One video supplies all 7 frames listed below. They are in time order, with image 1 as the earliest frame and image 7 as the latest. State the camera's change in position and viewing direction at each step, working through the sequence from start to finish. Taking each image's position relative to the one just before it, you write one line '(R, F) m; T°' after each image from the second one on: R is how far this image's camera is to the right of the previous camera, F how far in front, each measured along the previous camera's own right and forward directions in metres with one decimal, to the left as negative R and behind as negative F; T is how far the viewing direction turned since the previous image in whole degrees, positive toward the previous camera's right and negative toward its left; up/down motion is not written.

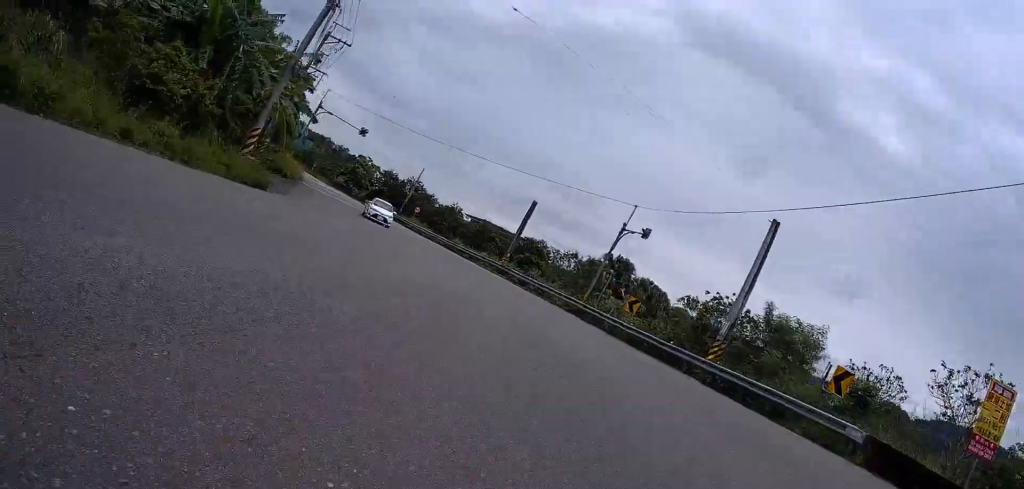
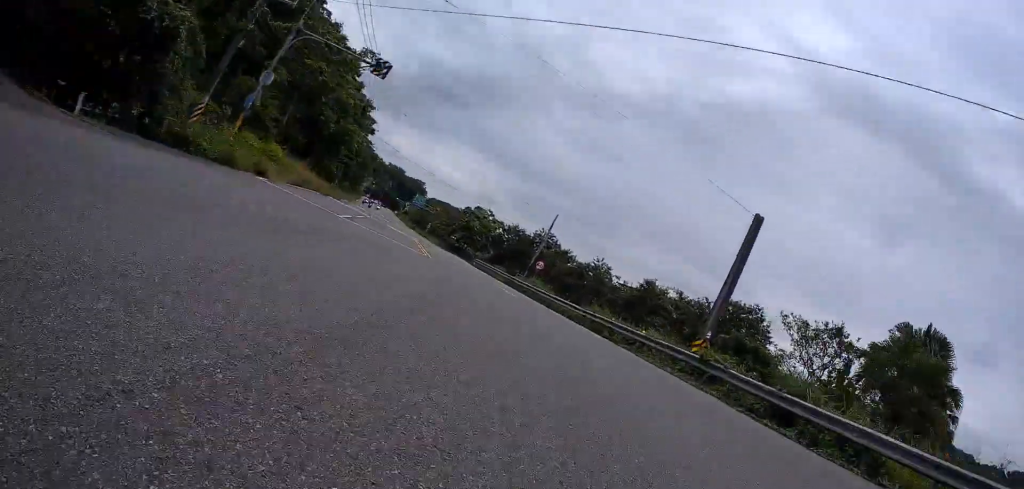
(-0.1, +27.6) m; -19°
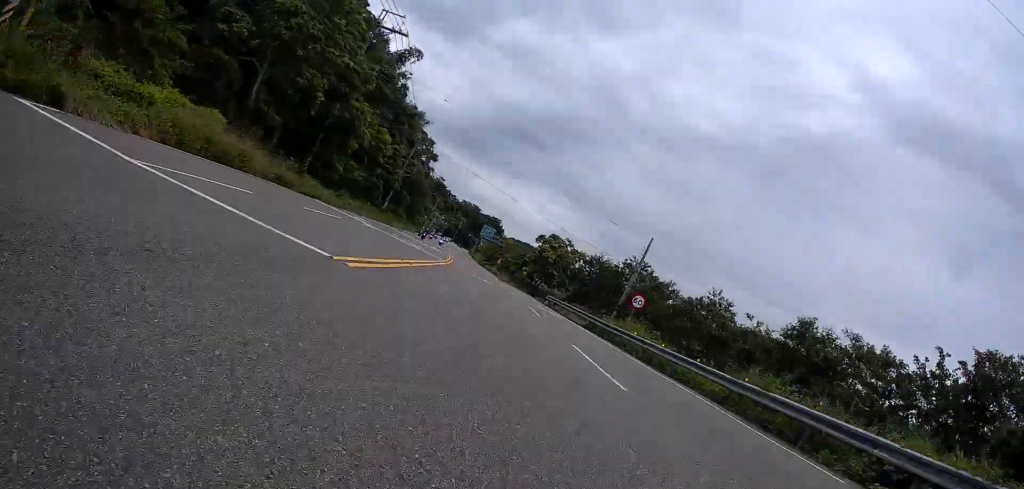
(-4.8, +15.0) m; -12°
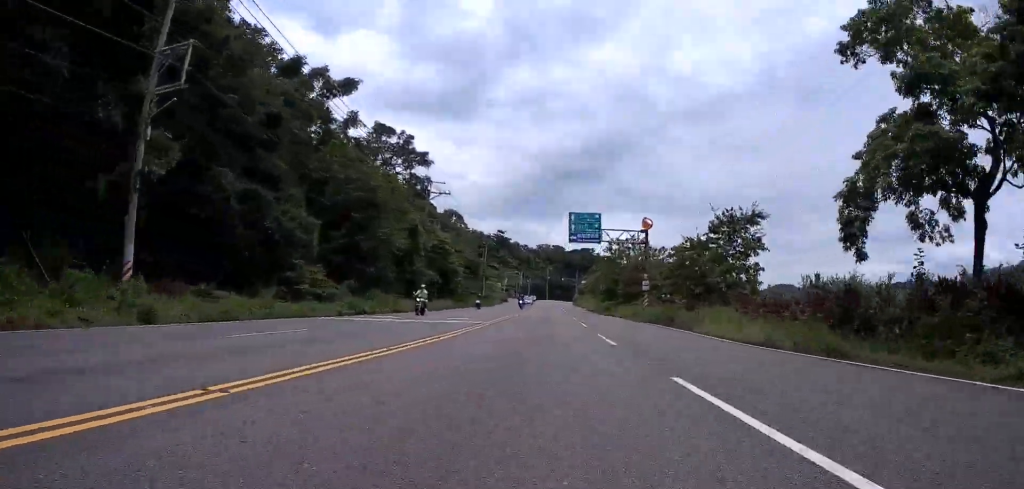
(-11.6, +65.0) m; -15°
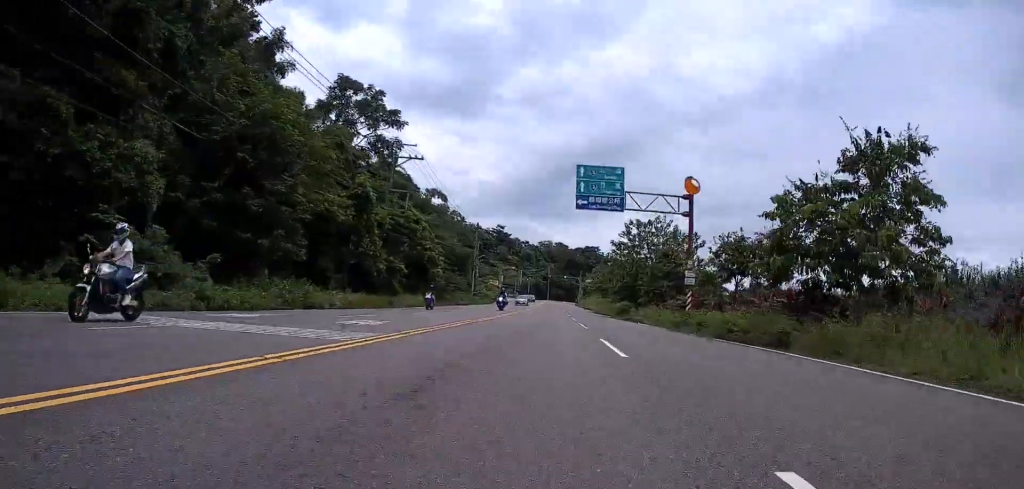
(0.0, +13.4) m; 0°
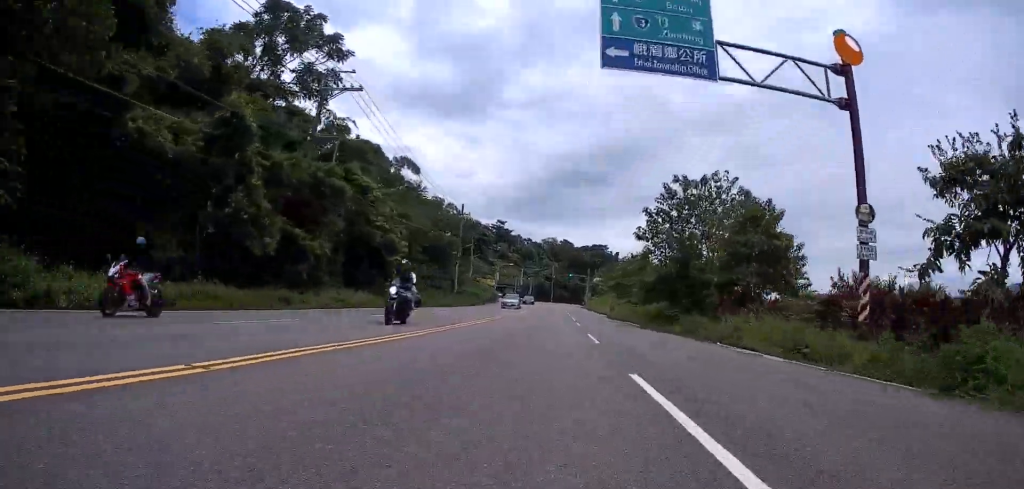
(0.0, +15.8) m; +1°
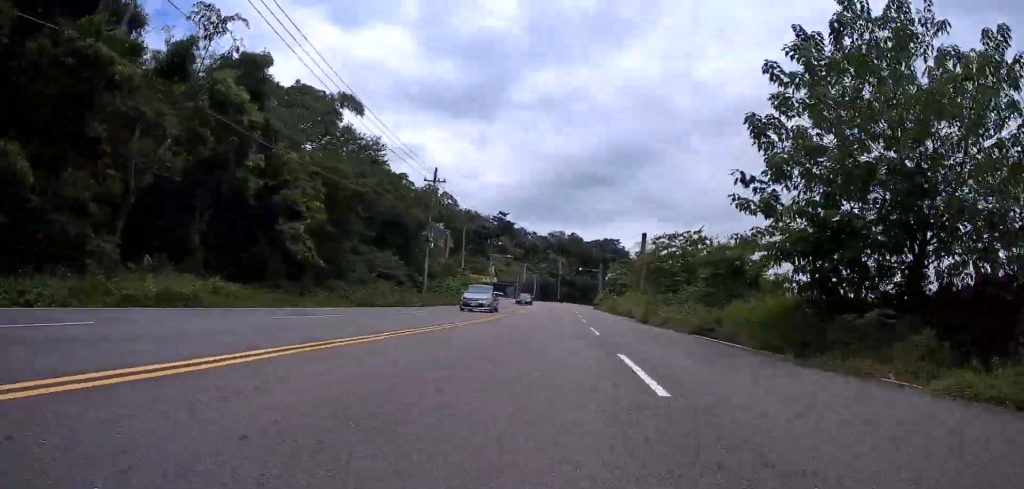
(+0.2, +17.1) m; +1°
